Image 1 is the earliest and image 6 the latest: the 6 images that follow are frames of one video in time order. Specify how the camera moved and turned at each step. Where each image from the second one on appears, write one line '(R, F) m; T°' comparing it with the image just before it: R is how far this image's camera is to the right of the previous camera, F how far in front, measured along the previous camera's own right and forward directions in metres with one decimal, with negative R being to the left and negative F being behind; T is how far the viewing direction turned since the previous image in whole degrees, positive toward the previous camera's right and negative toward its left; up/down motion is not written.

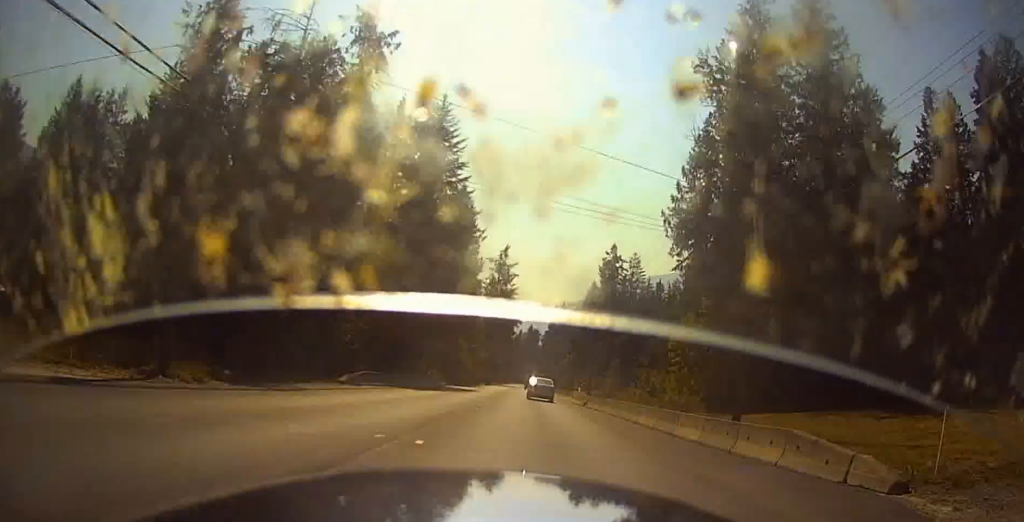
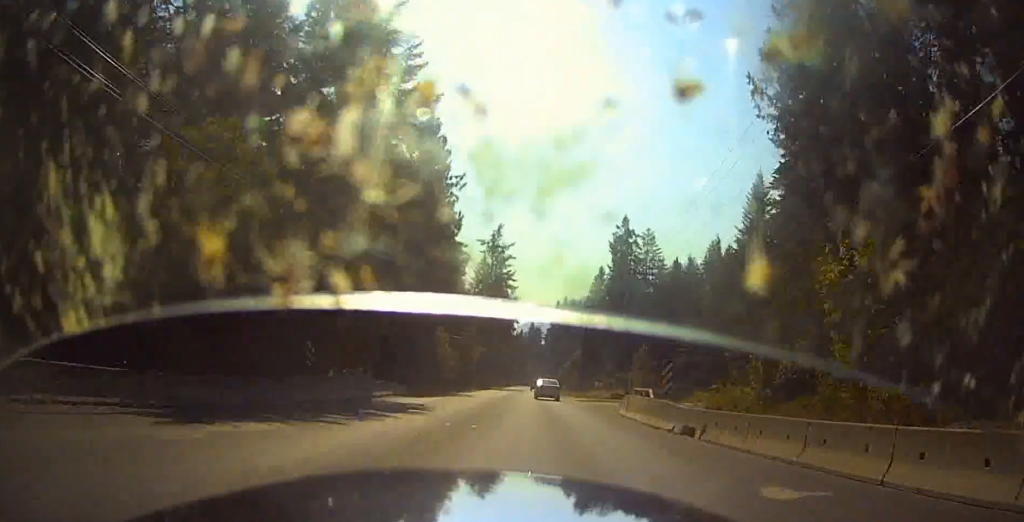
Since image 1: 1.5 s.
(+0.4, +23.7) m; +2°
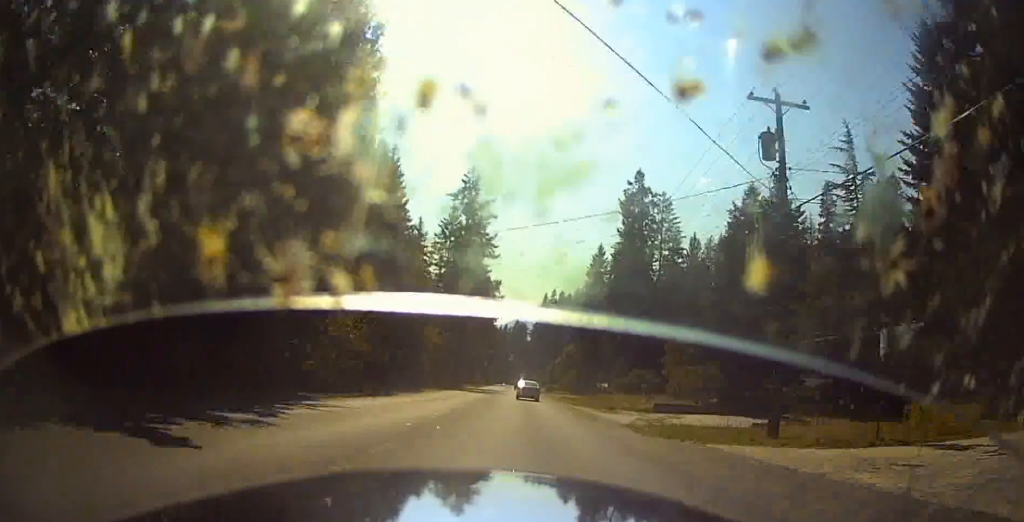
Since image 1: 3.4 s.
(-0.2, +32.8) m; +1°
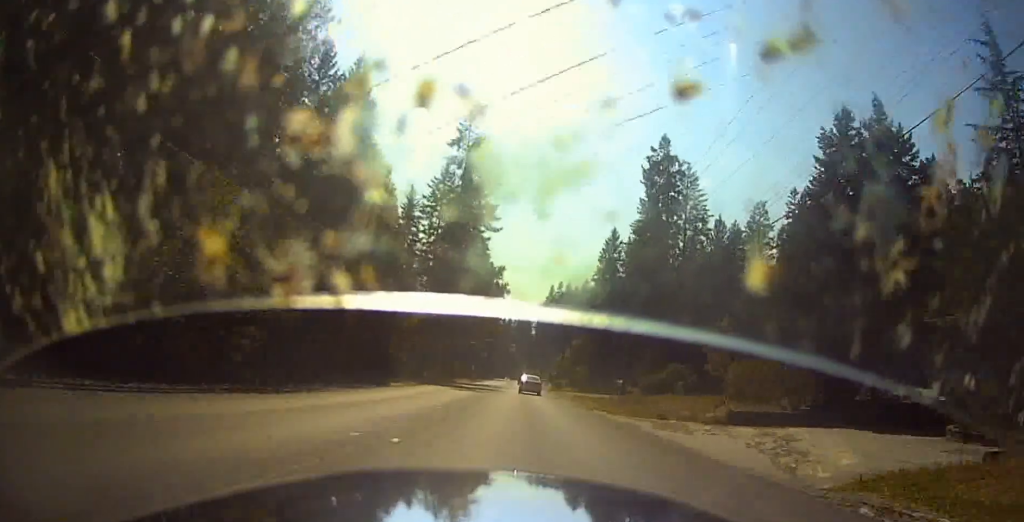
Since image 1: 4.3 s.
(+0.4, +14.9) m; +2°
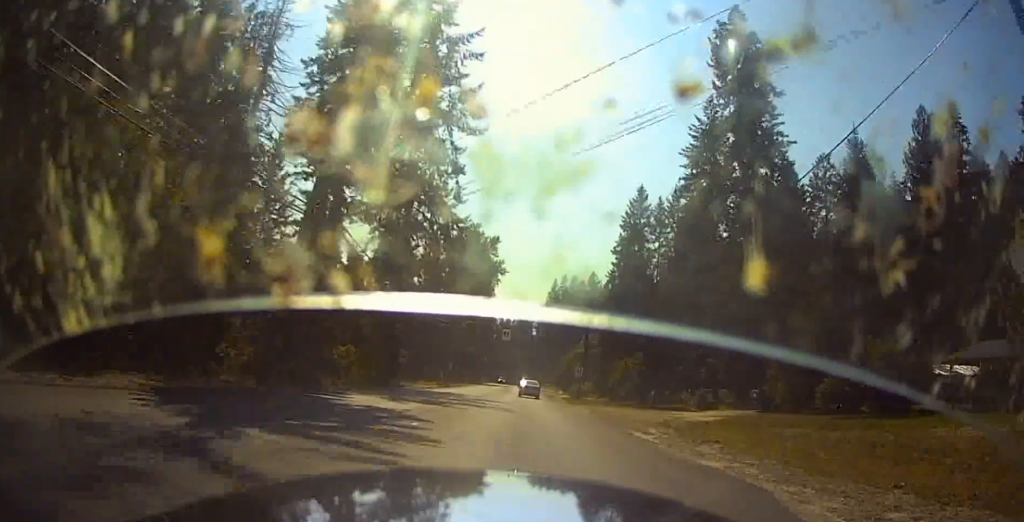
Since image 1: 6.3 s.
(+0.2, +37.8) m; 0°
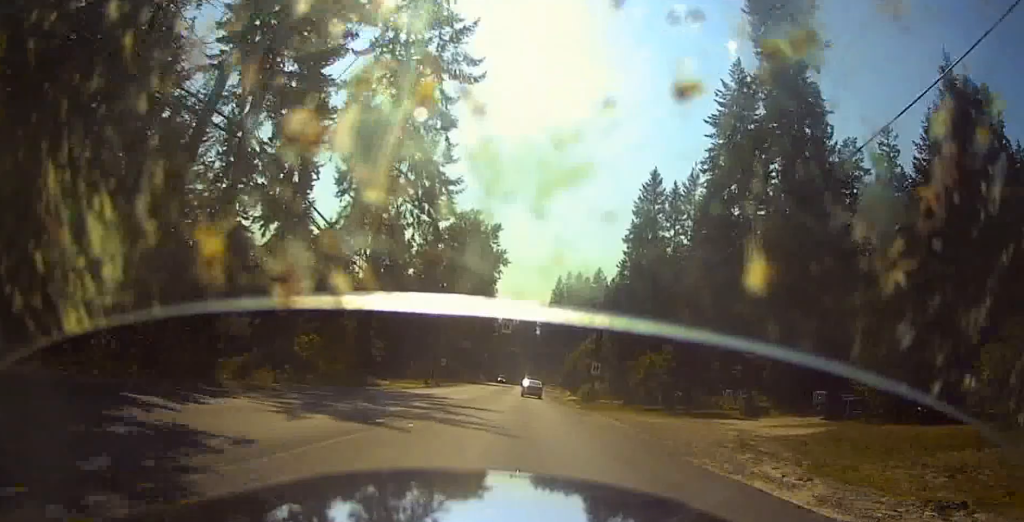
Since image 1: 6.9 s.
(0.0, +9.7) m; 0°
